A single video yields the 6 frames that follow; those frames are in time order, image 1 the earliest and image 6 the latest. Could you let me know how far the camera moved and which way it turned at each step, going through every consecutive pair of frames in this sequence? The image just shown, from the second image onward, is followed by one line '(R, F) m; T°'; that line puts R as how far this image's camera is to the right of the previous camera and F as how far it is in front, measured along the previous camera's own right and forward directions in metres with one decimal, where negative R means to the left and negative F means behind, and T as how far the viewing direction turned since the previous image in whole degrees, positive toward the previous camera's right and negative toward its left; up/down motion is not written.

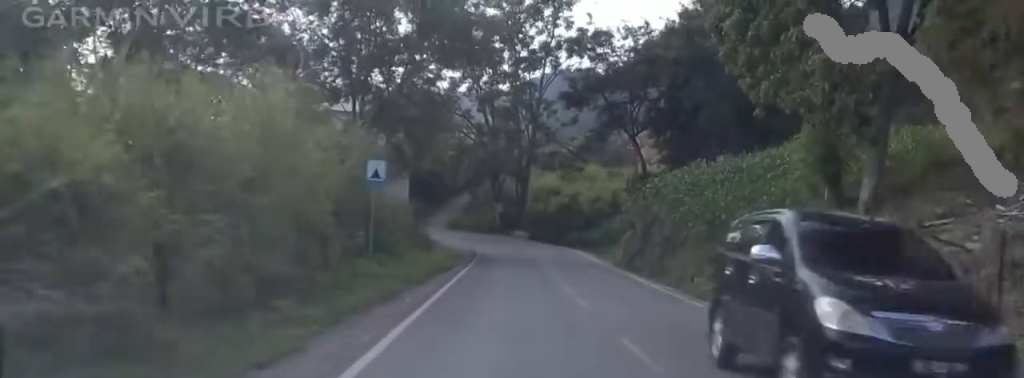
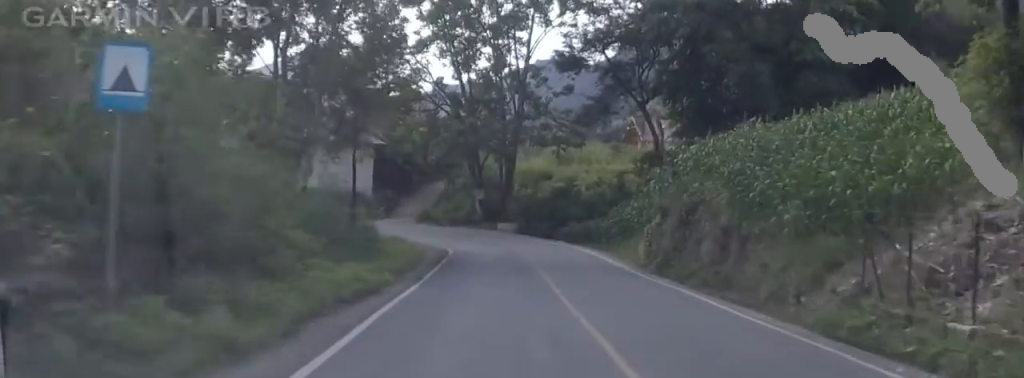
(+0.5, +11.5) m; +3°
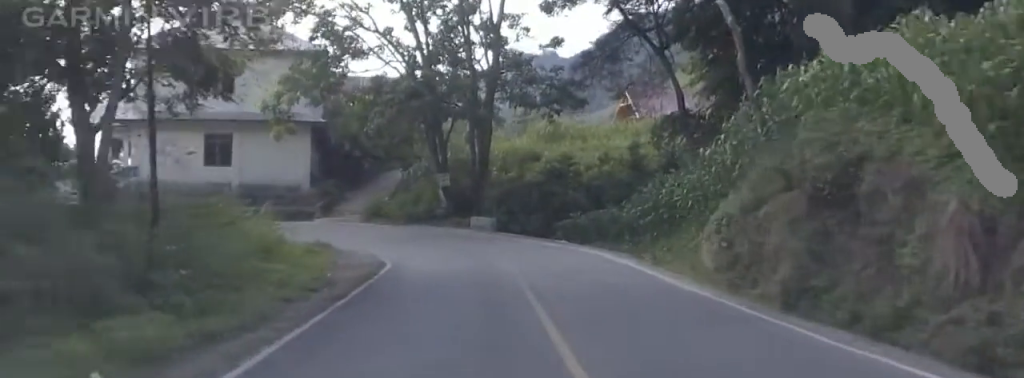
(+0.1, +13.3) m; -5°
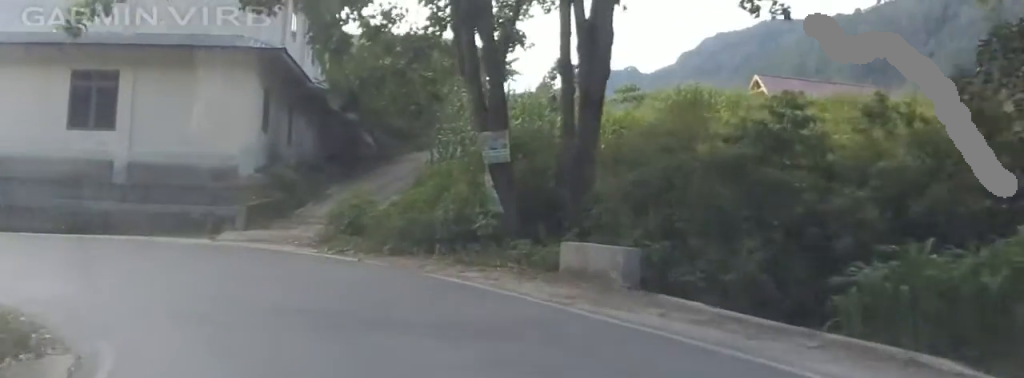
(-3.9, +23.0) m; -15°
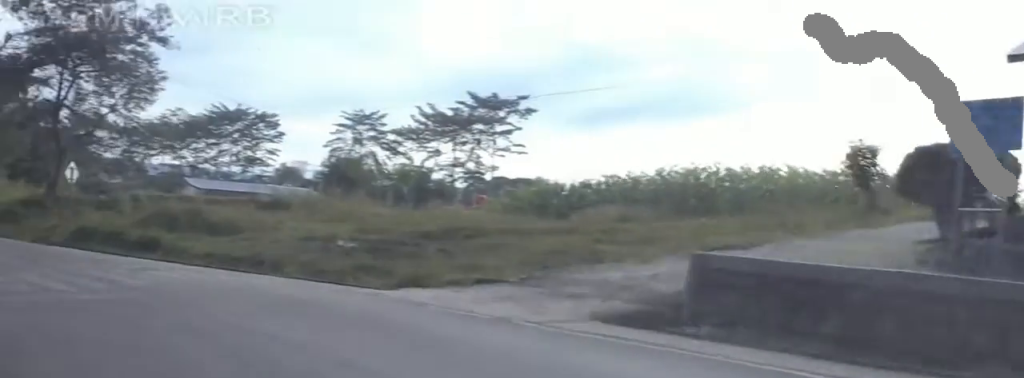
(-2.5, +20.0) m; -46°
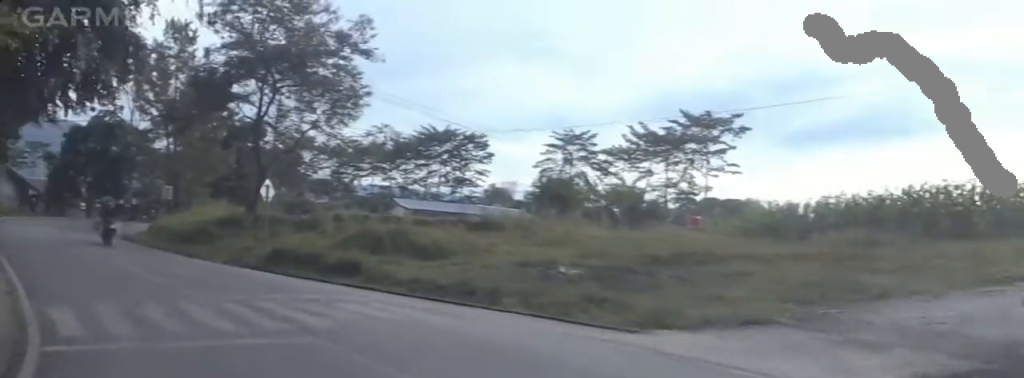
(-0.7, +3.0) m; -20°
